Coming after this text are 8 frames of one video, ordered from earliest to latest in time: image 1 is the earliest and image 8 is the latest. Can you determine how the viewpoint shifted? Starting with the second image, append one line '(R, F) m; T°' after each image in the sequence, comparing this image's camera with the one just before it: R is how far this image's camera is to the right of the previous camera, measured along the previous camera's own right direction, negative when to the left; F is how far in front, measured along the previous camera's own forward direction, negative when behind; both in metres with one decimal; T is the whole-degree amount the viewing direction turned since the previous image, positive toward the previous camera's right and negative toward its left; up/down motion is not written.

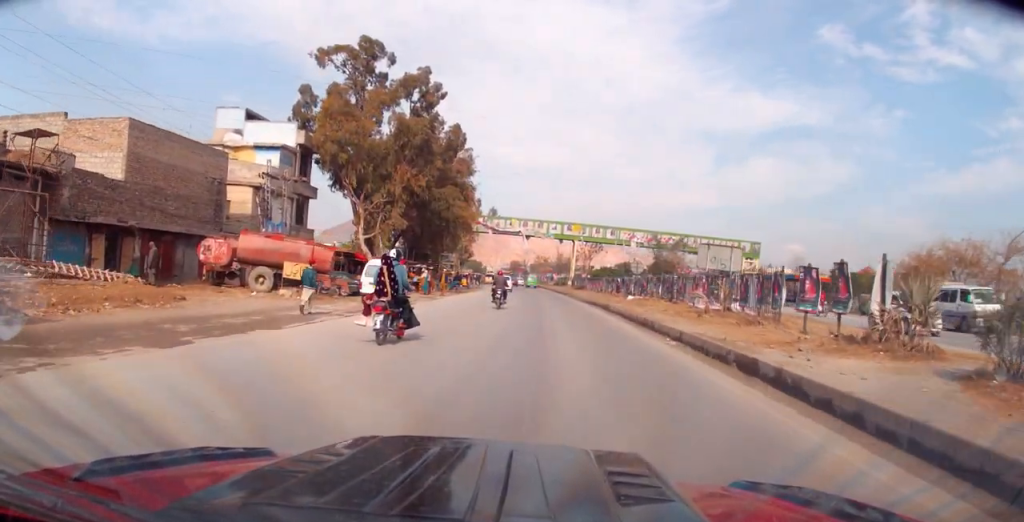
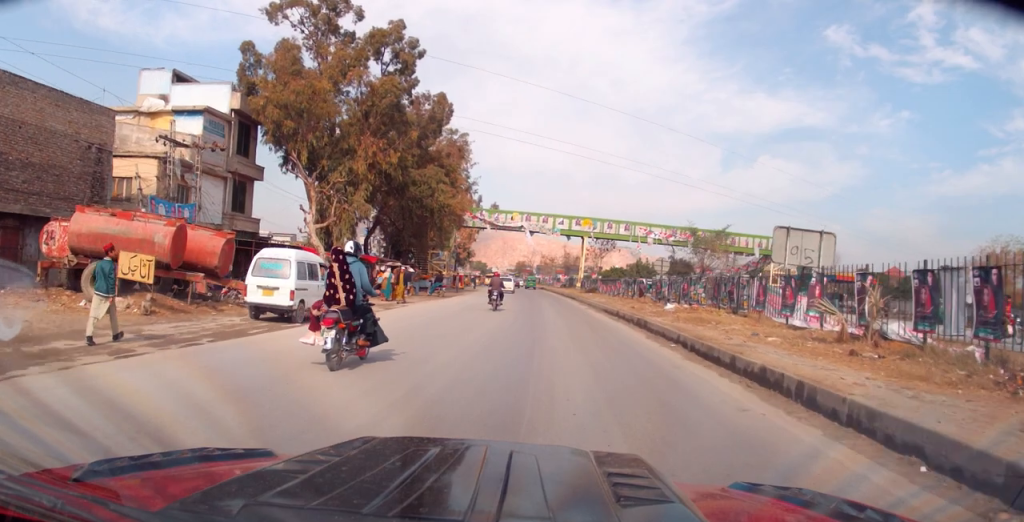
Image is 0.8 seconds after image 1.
(-0.2, +9.7) m; 0°
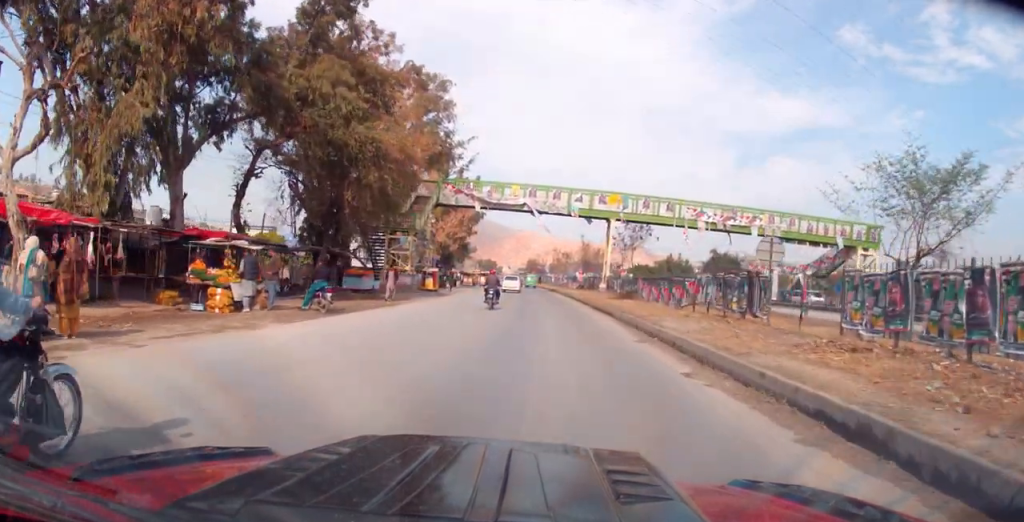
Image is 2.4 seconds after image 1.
(+0.1, +22.0) m; -3°
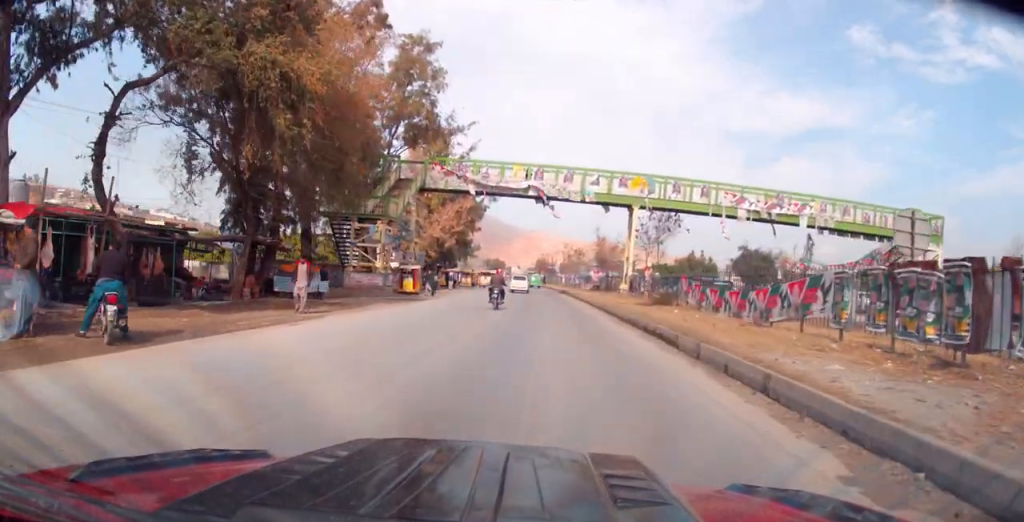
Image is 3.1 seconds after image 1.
(-0.2, +9.8) m; 0°
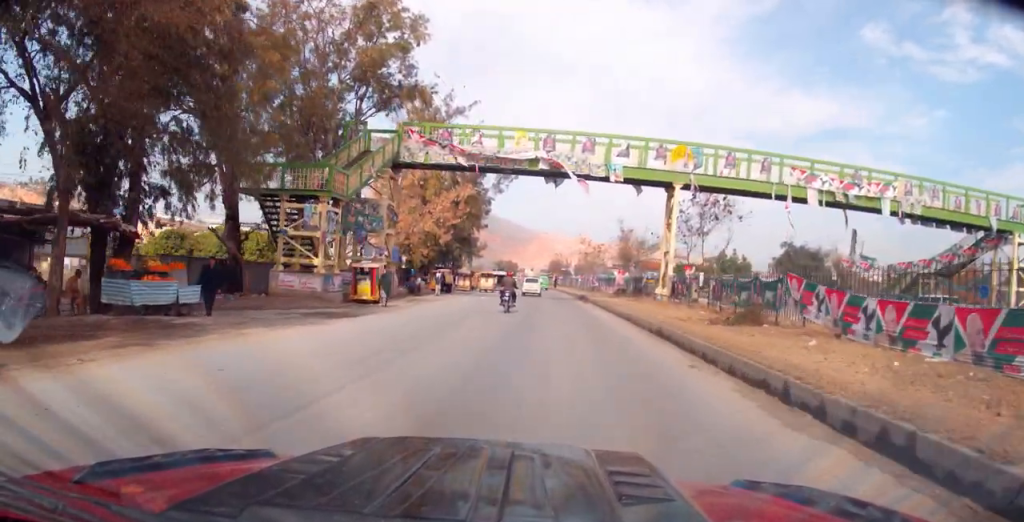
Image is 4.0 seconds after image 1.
(+0.1, +11.7) m; 0°
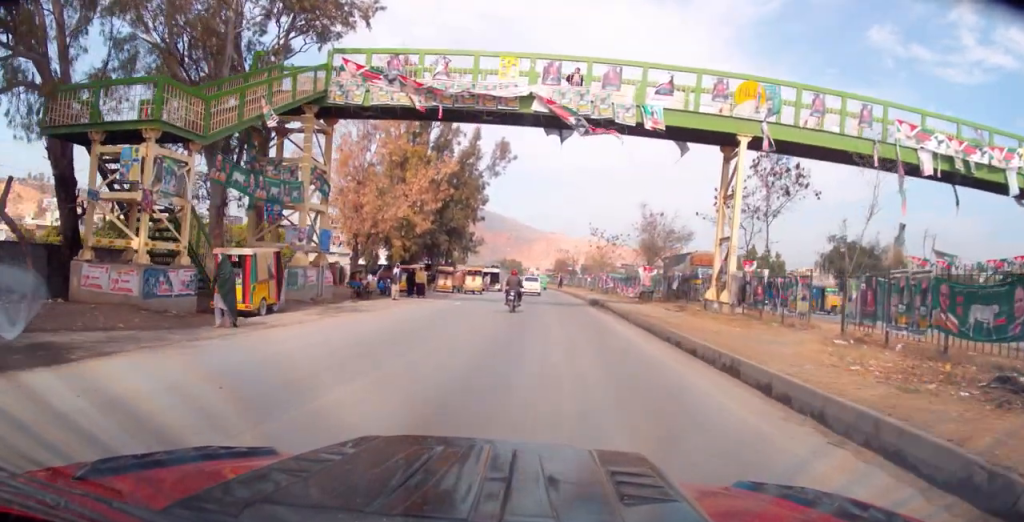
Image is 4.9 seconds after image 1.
(+0.1, +12.3) m; -1°
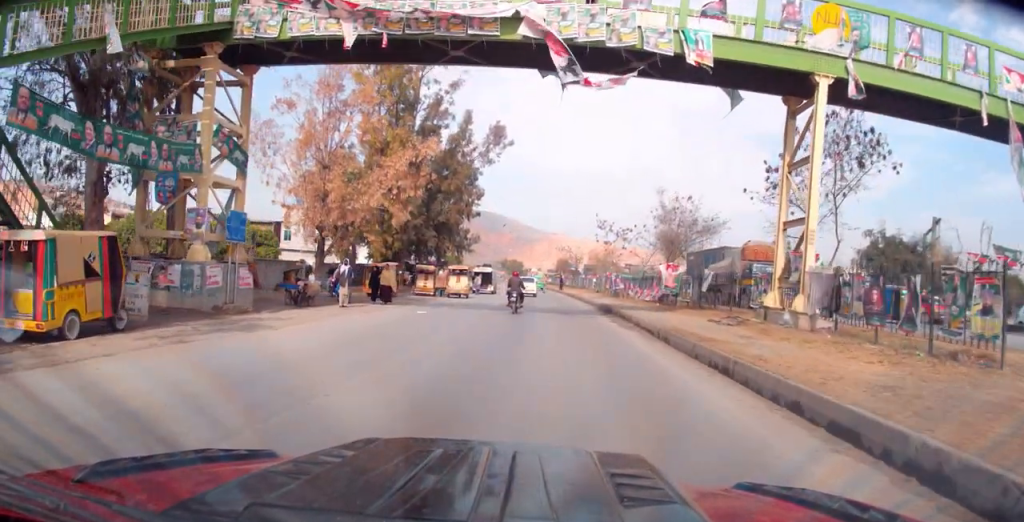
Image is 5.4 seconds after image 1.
(-0.1, +7.5) m; -1°
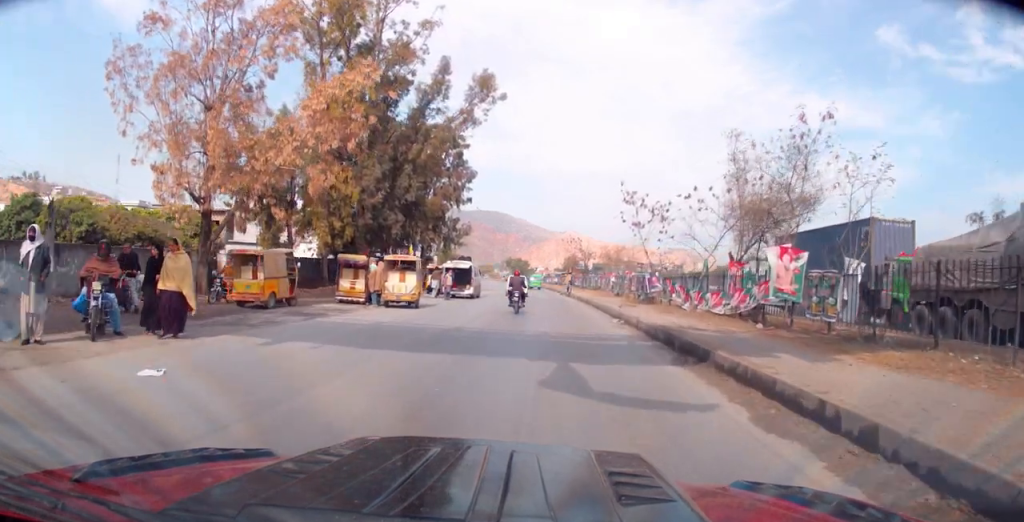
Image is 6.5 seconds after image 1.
(-0.3, +15.2) m; -1°
